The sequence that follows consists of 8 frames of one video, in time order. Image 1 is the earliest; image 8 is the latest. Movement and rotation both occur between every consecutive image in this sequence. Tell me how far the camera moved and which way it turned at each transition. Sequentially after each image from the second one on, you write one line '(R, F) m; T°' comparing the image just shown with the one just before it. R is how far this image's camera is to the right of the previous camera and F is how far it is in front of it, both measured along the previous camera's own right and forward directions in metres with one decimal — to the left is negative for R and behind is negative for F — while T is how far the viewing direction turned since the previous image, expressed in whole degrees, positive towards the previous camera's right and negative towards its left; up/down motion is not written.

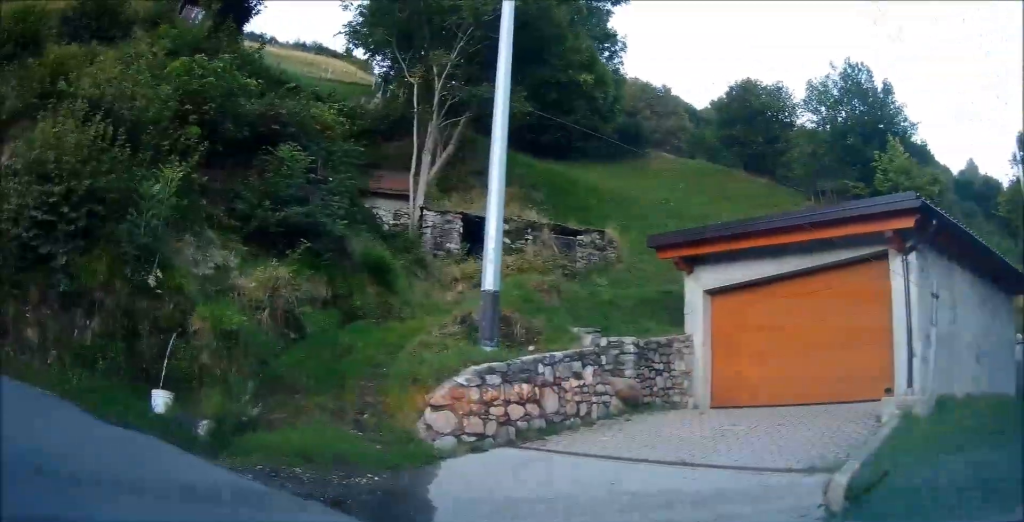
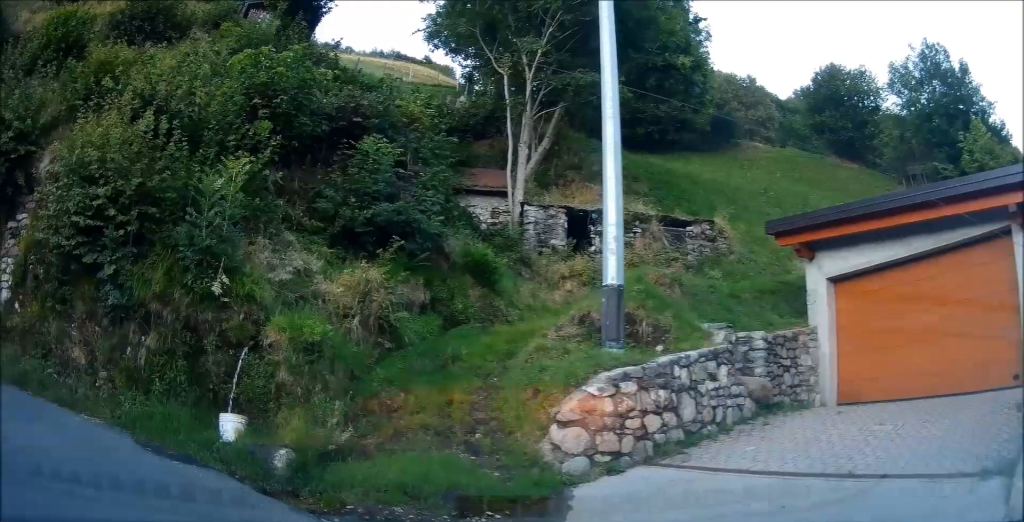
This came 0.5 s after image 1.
(0.0, +1.2) m; -22°
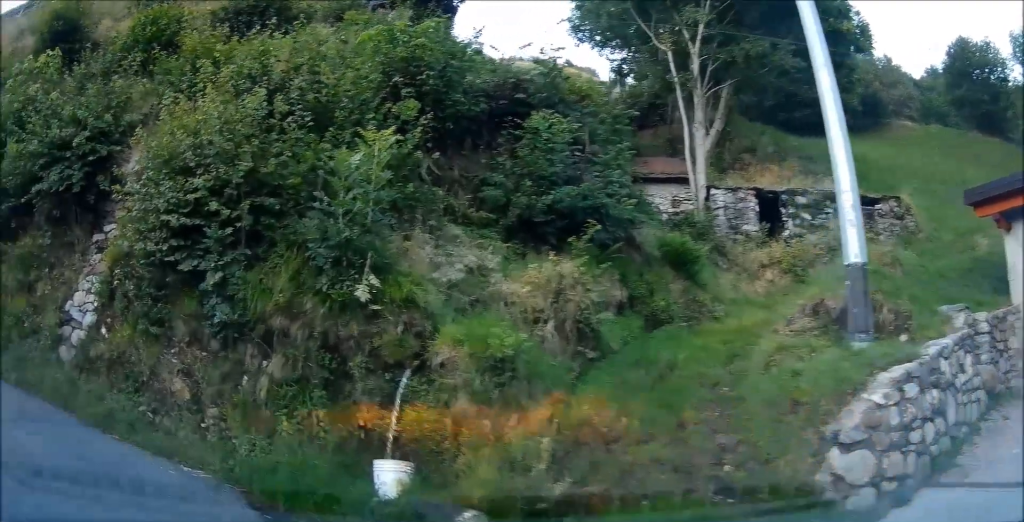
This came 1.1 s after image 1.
(+0.2, +1.3) m; -27°
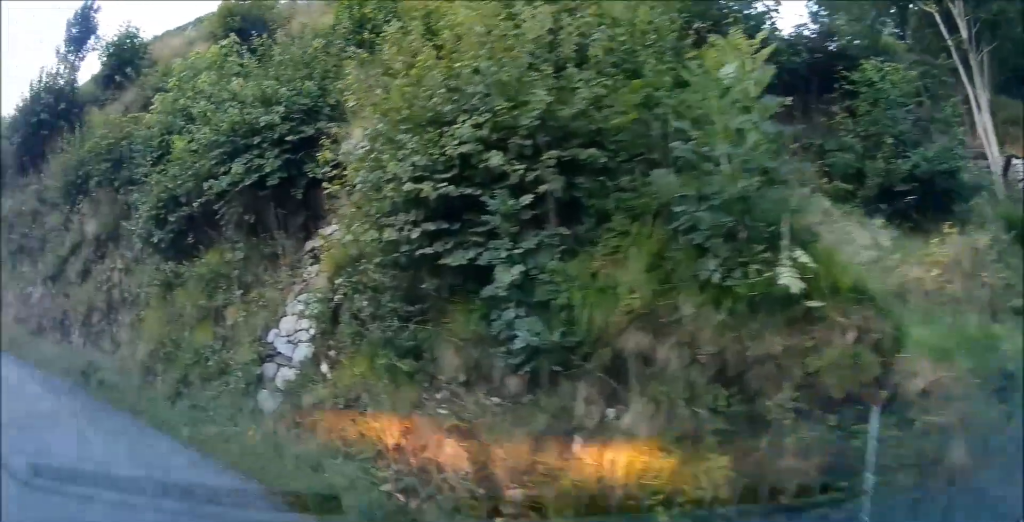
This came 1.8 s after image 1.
(-0.9, +1.9) m; -35°
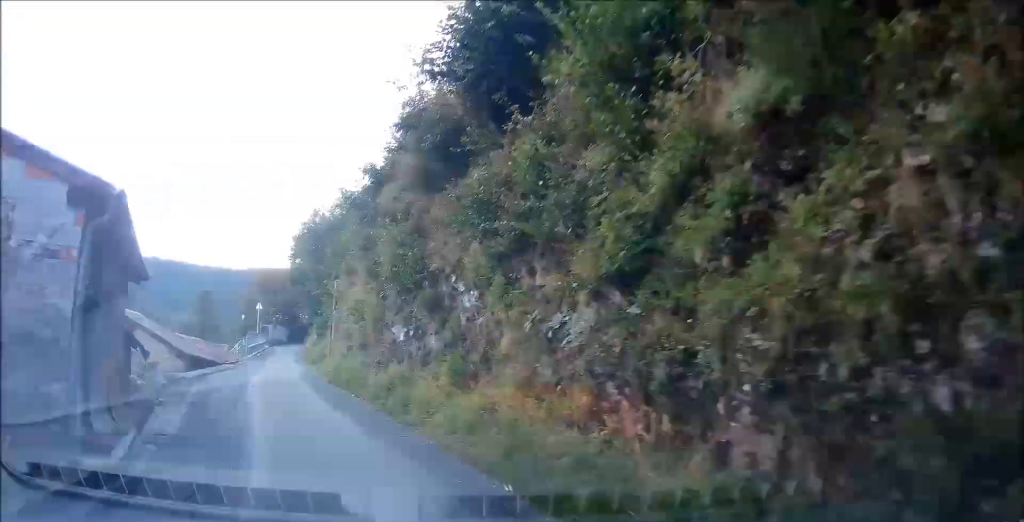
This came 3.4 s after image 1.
(-3.4, +5.8) m; -44°
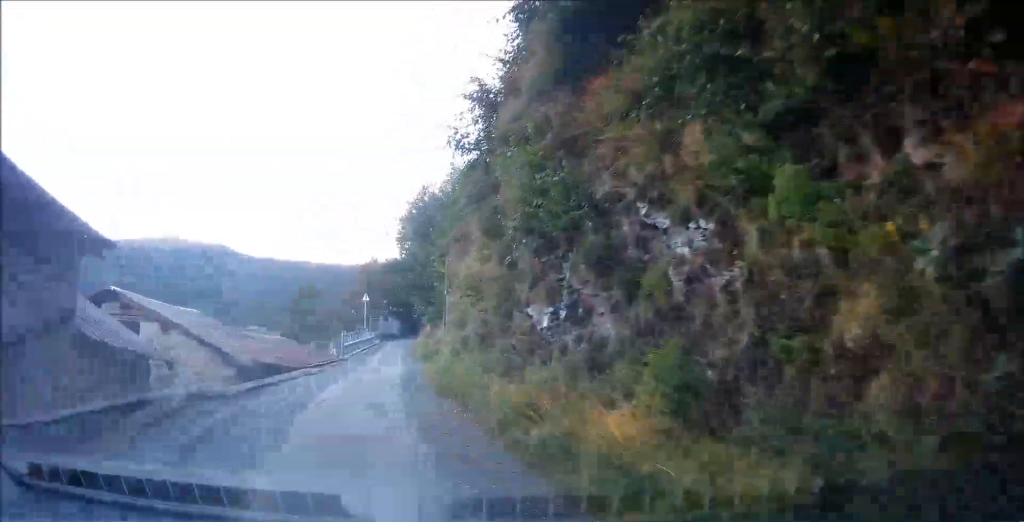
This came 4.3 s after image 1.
(-0.4, +4.6) m; -10°
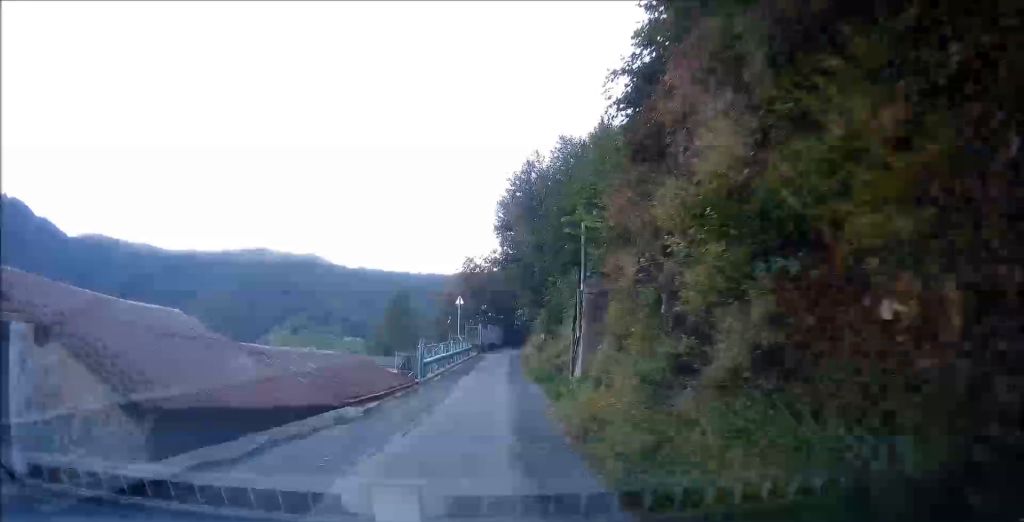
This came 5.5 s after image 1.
(-0.8, +8.5) m; -7°
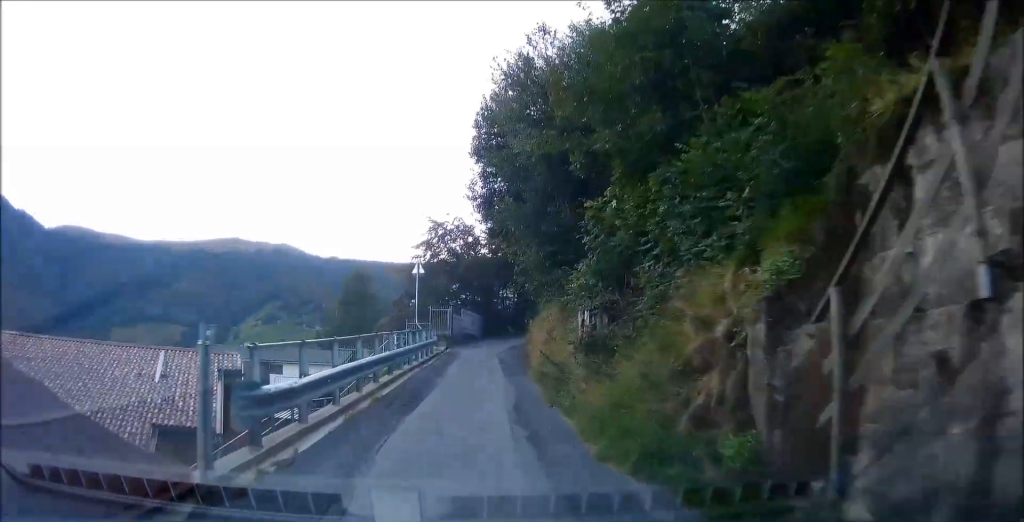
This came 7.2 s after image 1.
(-0.3, +13.5) m; -2°
